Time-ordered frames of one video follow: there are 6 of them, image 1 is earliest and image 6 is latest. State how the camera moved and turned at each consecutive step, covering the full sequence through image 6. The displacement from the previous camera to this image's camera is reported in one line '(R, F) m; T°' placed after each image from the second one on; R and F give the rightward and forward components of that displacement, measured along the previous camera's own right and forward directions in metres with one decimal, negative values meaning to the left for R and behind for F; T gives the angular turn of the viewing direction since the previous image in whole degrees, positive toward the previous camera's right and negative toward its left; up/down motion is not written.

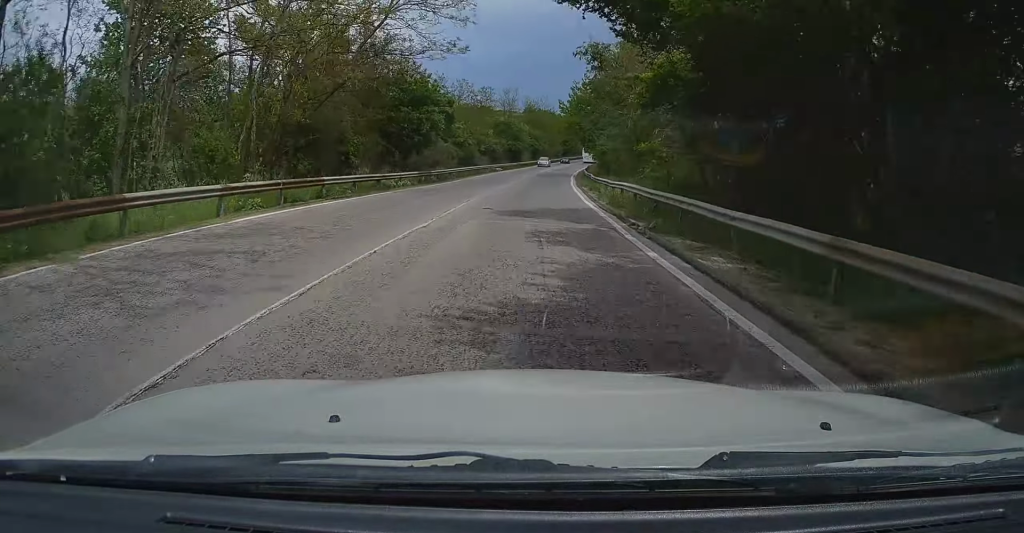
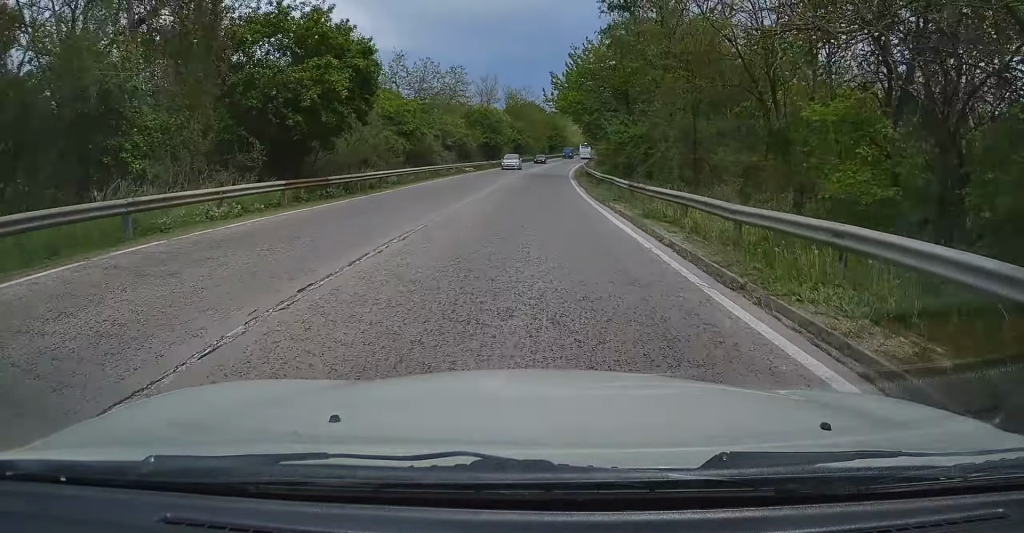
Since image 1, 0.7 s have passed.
(+0.4, +18.7) m; +2°
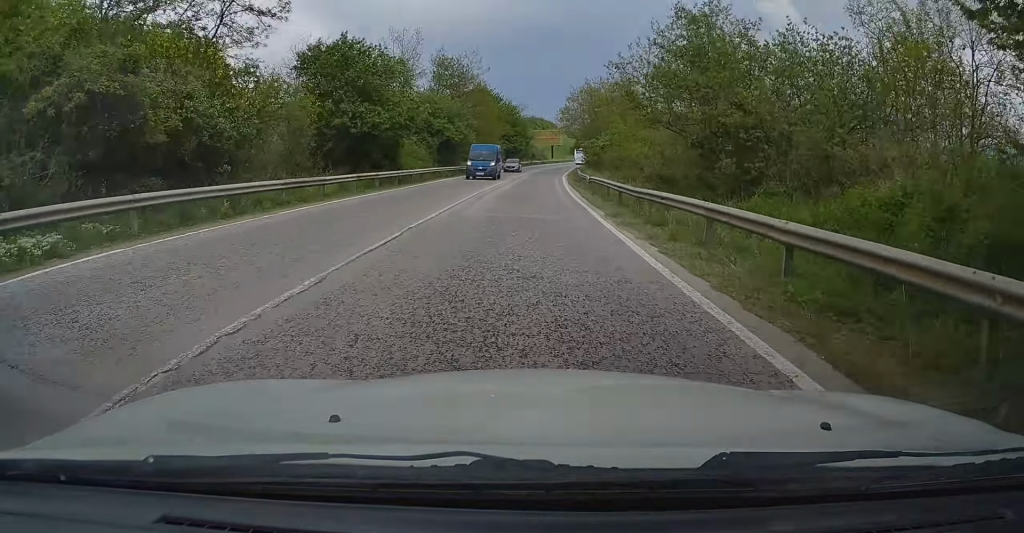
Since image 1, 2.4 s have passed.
(+1.1, +48.6) m; +3°
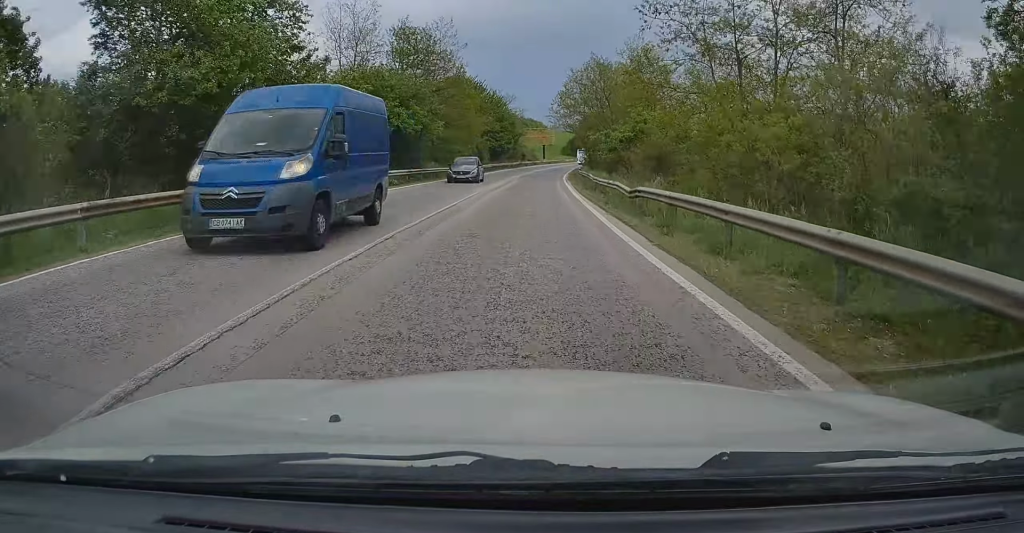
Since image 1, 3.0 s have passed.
(+0.1, +16.7) m; +2°
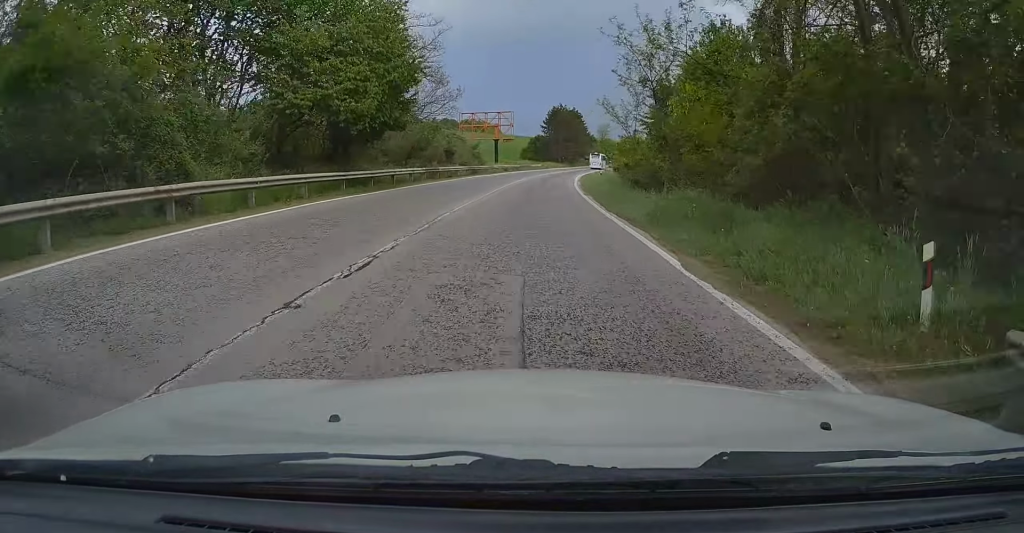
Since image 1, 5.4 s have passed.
(+3.7, +65.1) m; +6°
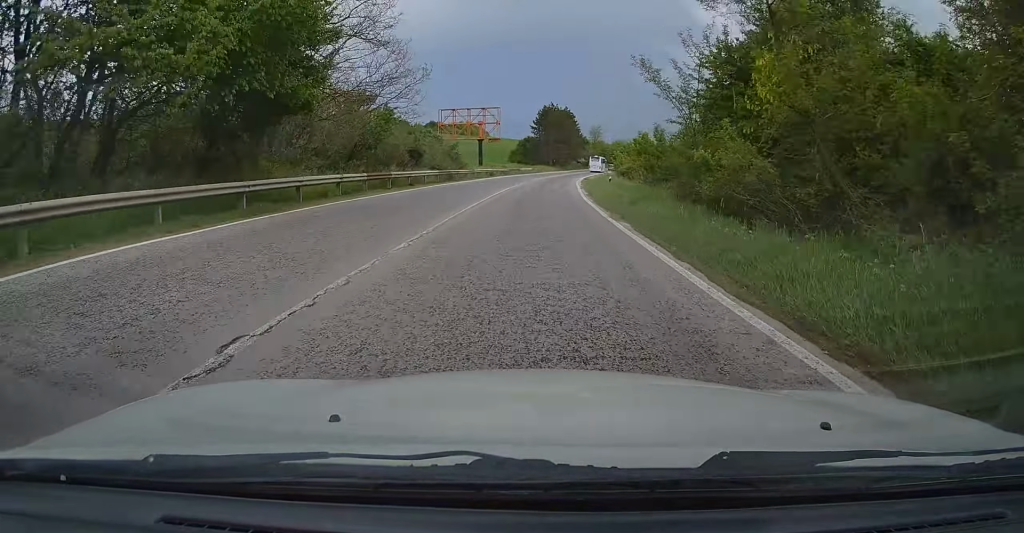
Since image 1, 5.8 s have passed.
(+0.3, +11.9) m; +1°
